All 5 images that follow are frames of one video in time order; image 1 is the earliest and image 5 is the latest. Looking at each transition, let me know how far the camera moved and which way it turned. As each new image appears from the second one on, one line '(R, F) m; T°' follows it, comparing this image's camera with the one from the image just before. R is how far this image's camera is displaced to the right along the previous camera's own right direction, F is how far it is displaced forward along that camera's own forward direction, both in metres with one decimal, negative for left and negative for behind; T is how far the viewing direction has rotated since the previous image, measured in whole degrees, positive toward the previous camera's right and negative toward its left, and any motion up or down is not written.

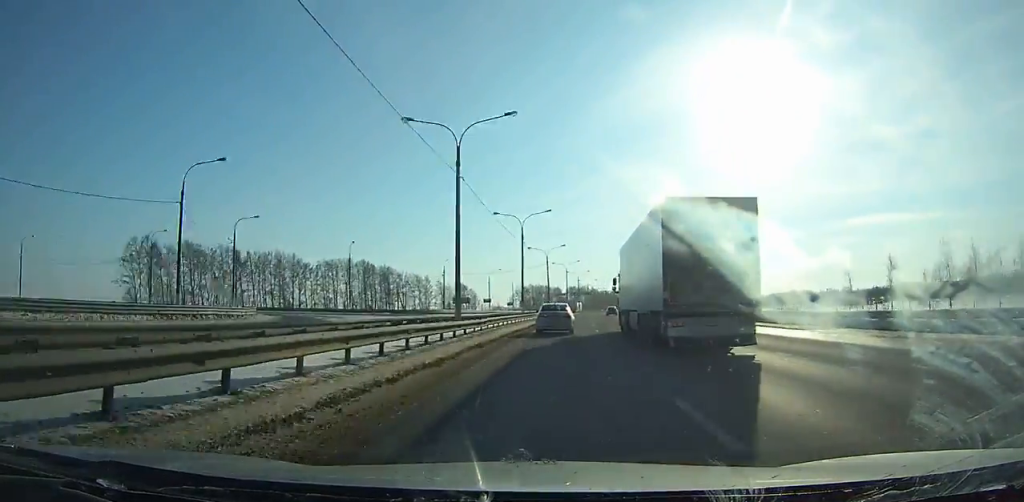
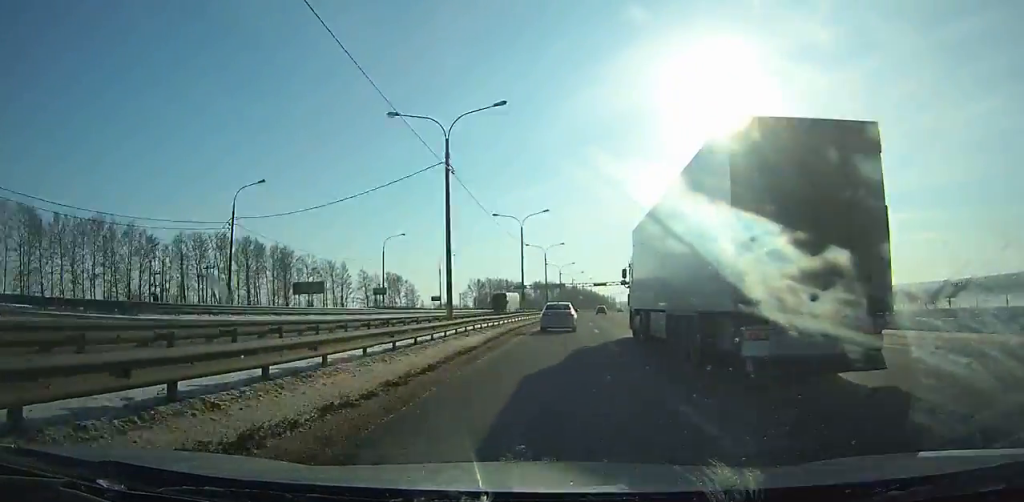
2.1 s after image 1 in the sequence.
(+2.2, +61.8) m; +3°
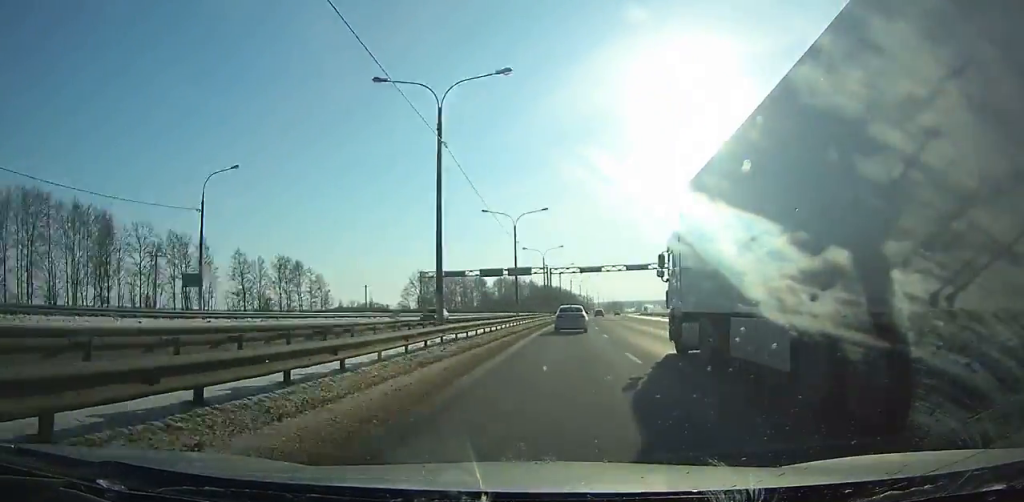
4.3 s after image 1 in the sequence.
(+2.0, +65.5) m; +3°
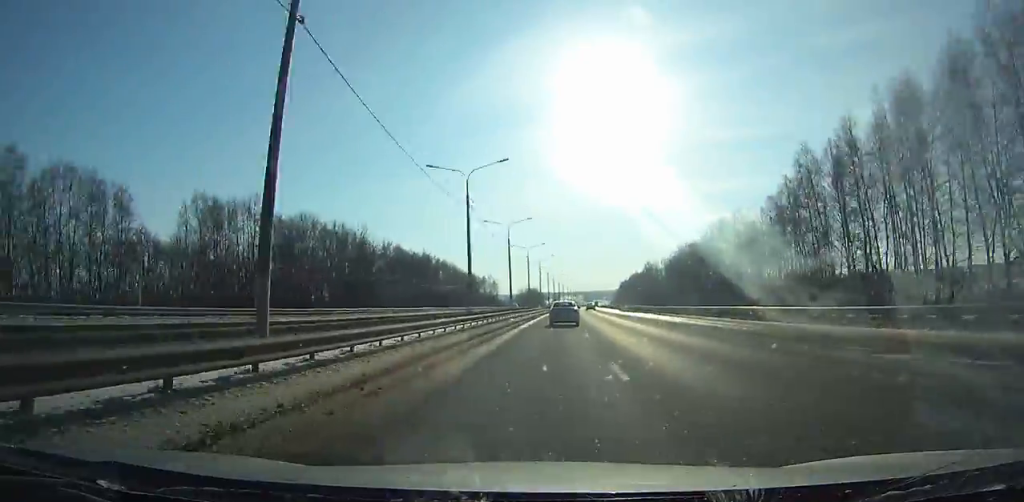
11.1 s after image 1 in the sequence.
(+14.3, +205.6) m; +7°
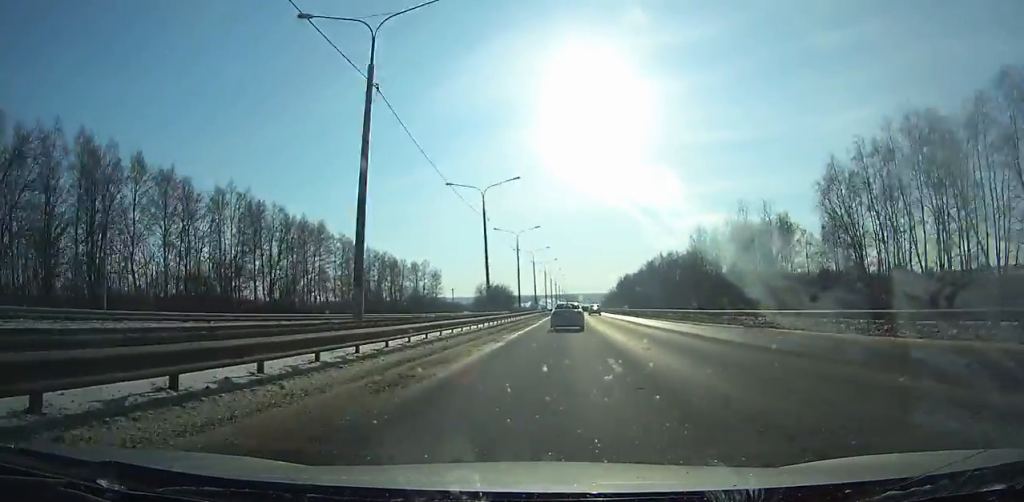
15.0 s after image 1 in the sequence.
(+2.6, +117.4) m; +2°
